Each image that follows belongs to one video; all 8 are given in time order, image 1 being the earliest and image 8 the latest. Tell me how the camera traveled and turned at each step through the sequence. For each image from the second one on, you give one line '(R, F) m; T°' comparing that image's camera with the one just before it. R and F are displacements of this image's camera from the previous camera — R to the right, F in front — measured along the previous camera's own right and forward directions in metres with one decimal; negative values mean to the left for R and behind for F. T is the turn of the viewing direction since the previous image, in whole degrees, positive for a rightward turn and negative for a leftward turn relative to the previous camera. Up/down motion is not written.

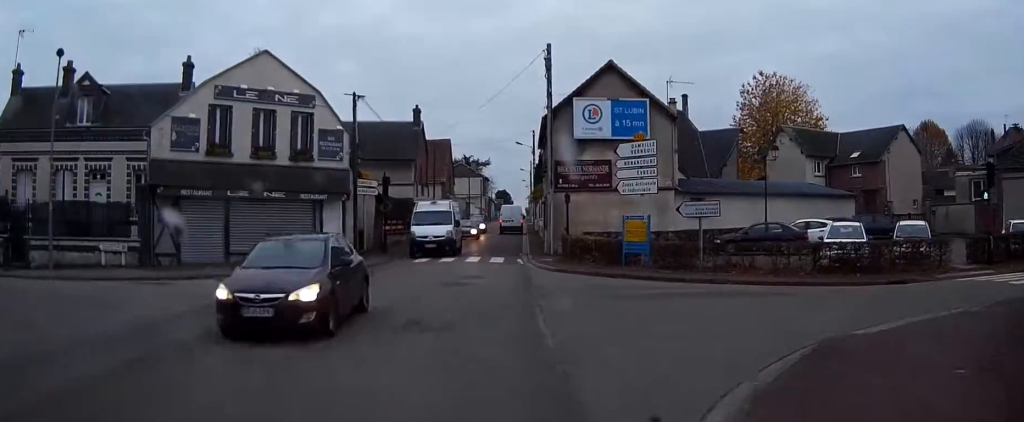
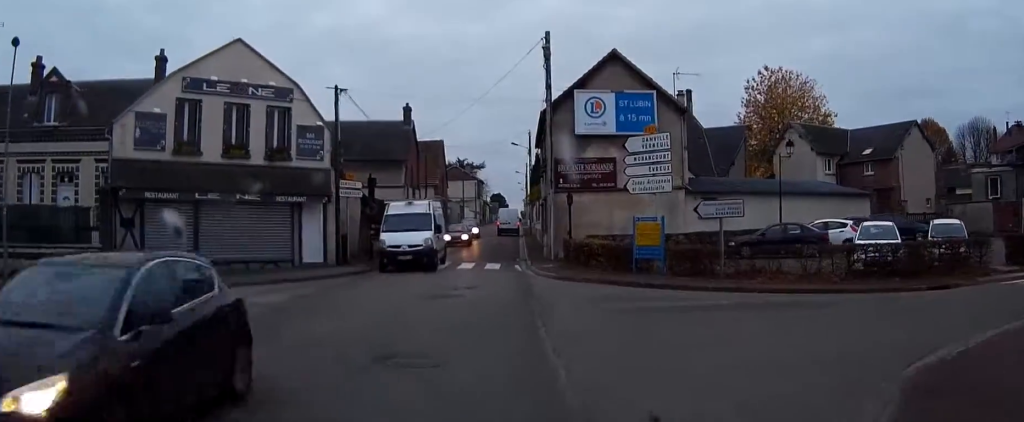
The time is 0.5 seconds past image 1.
(-0.1, +2.6) m; +3°
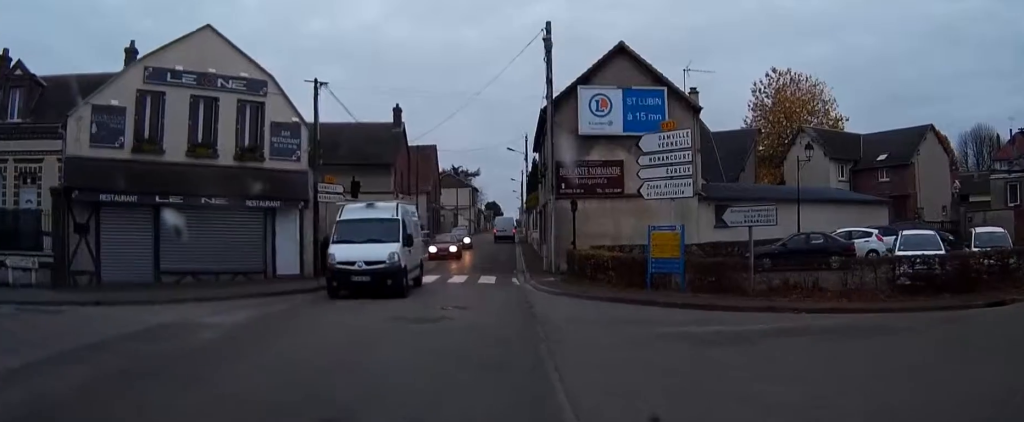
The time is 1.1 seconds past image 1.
(+0.2, +2.7) m; +5°
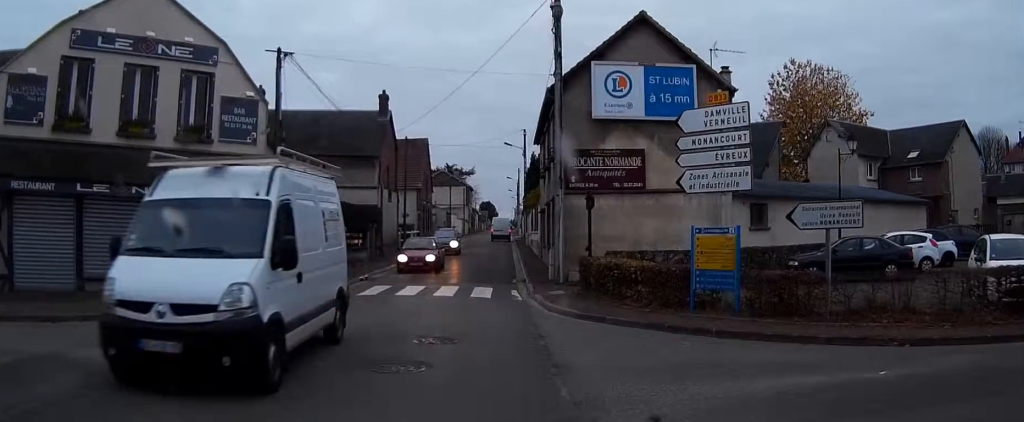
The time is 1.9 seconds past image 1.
(+0.3, +4.2) m; +6°
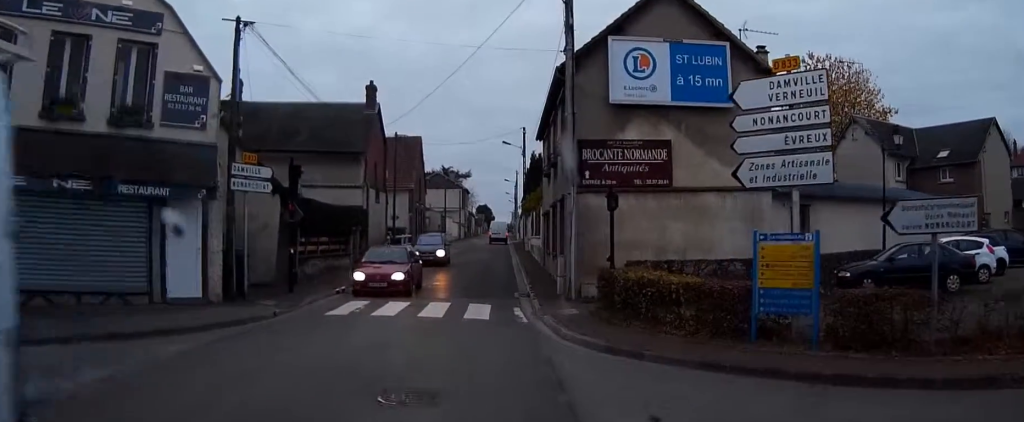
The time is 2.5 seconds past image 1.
(+0.1, +3.3) m; +3°
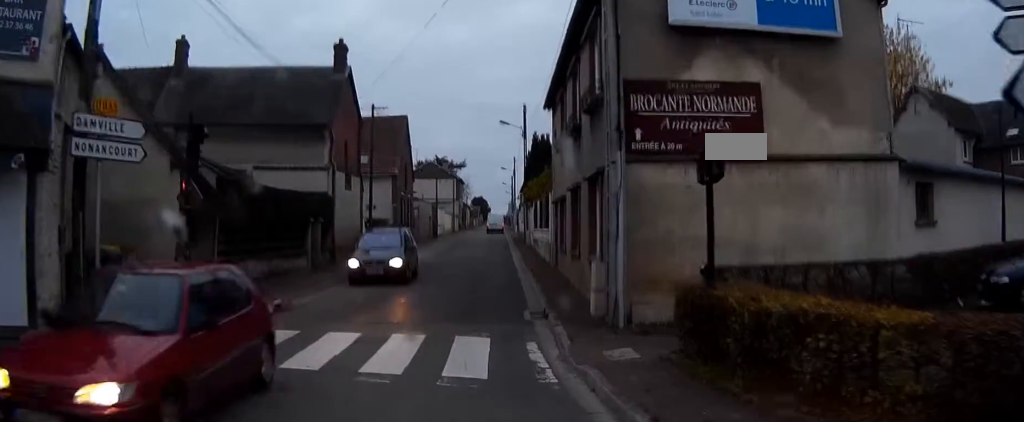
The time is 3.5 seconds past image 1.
(+0.1, +6.4) m; +2°
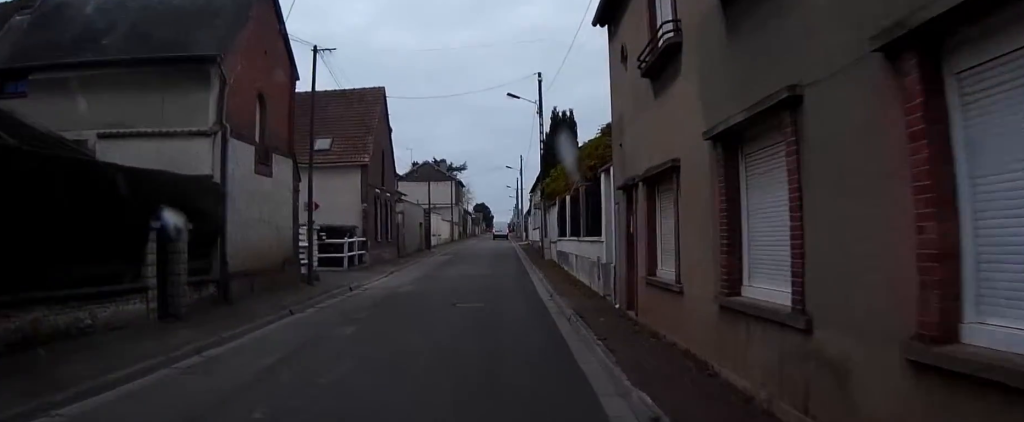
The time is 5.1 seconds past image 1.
(+0.2, +11.7) m; +2°
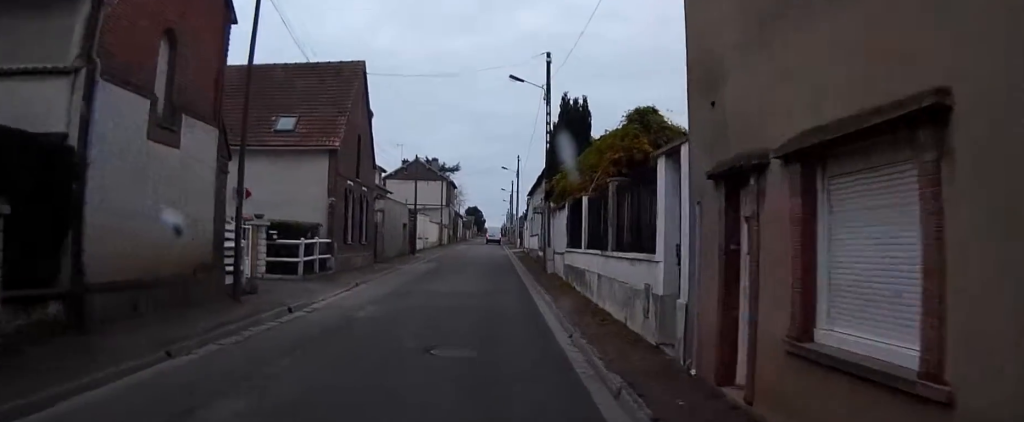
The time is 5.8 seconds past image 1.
(0.0, +5.8) m; 0°
